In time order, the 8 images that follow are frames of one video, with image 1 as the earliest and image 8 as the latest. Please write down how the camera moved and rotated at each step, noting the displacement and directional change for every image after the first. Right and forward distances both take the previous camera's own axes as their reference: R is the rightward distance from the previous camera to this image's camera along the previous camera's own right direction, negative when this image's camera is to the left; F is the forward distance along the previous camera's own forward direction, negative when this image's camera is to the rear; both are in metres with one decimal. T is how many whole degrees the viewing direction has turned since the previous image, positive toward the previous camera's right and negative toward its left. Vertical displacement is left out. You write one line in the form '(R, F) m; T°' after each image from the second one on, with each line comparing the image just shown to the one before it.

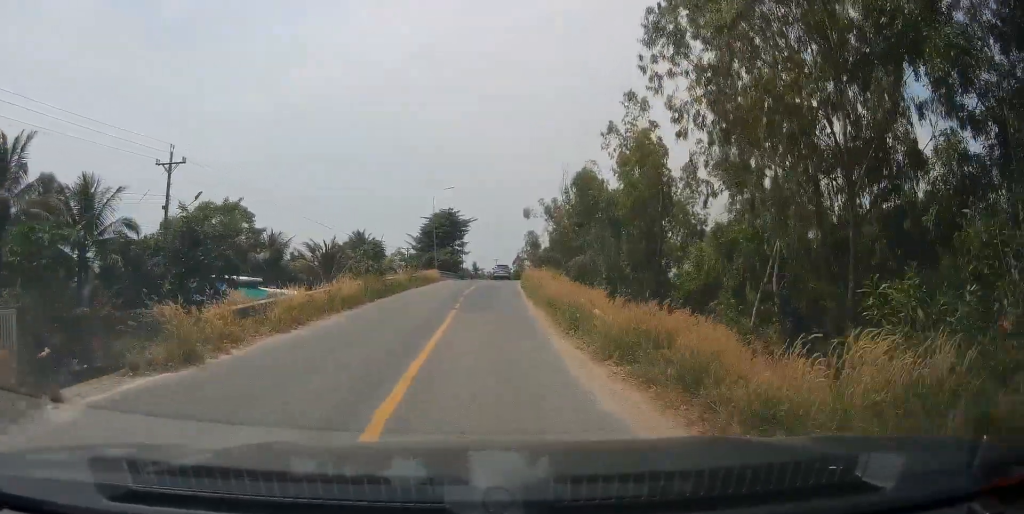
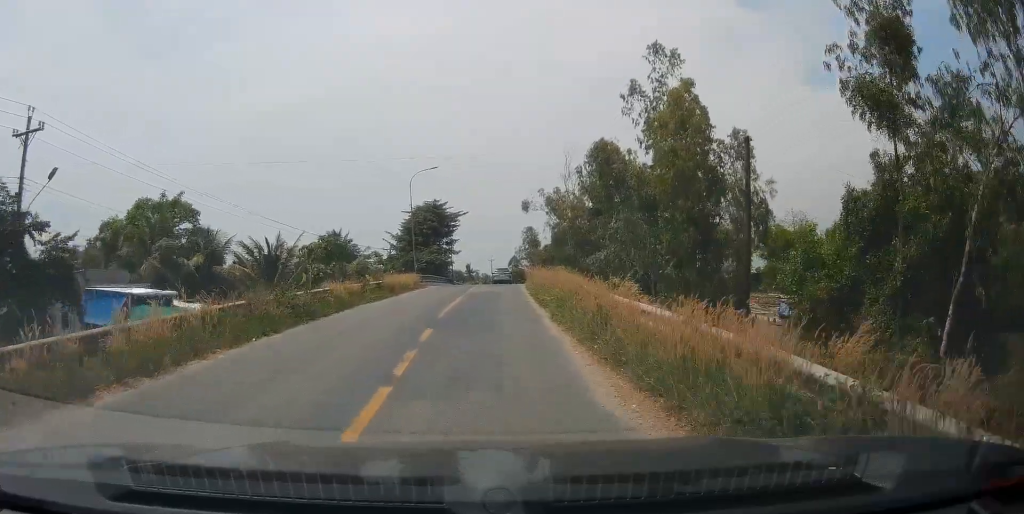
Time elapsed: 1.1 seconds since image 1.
(+0.1, +13.6) m; +1°
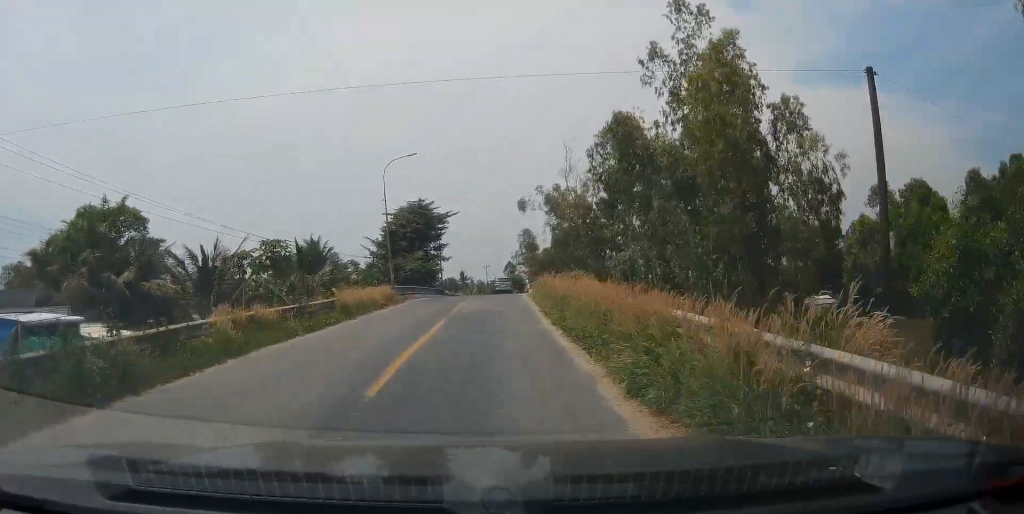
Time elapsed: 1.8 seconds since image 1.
(0.0, +9.5) m; 0°
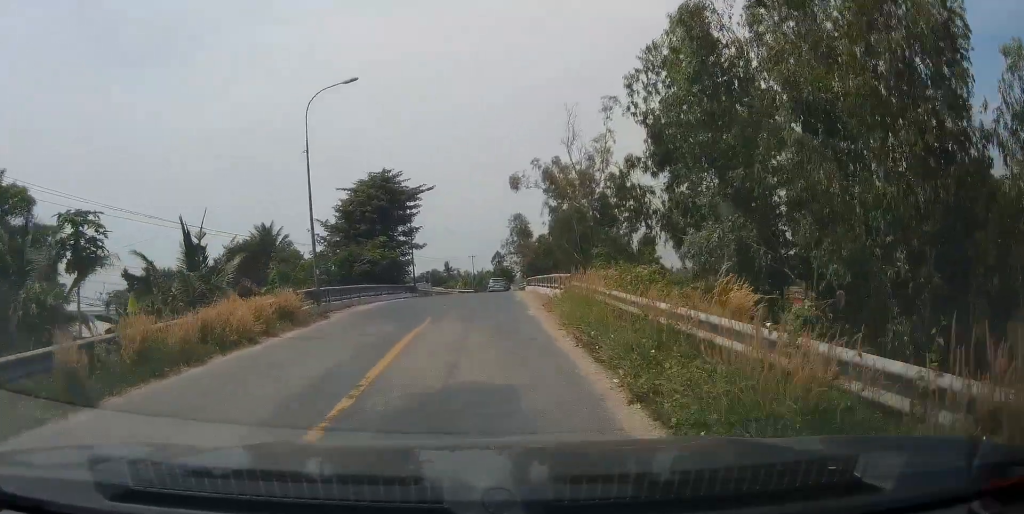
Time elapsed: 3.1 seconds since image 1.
(0.0, +15.4) m; 0°
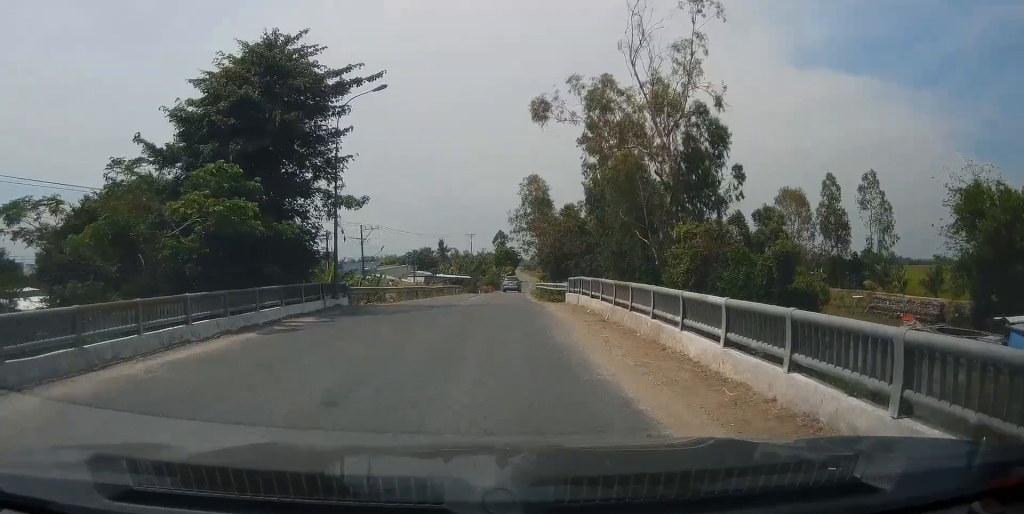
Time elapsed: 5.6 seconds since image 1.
(+0.8, +27.9) m; +1°
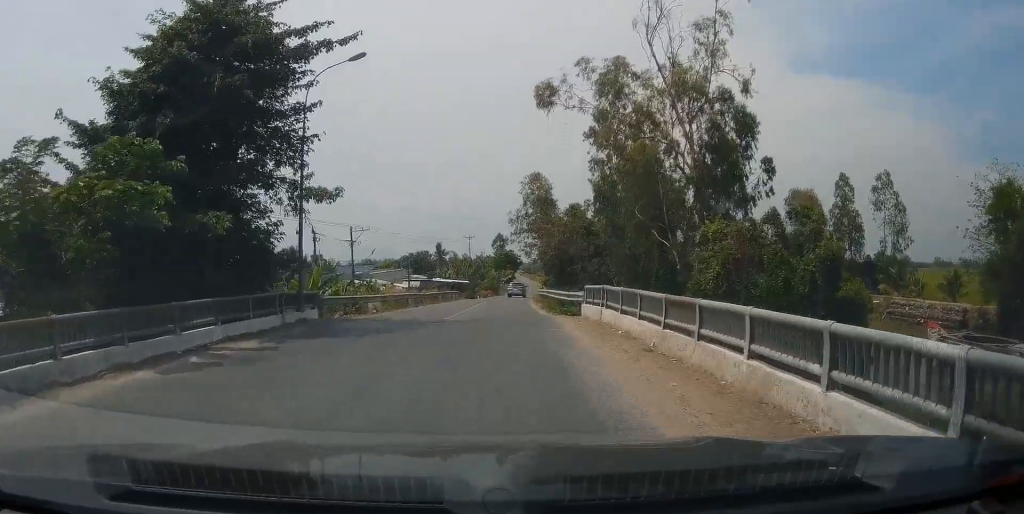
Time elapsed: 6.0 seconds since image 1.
(-0.1, +4.6) m; -1°
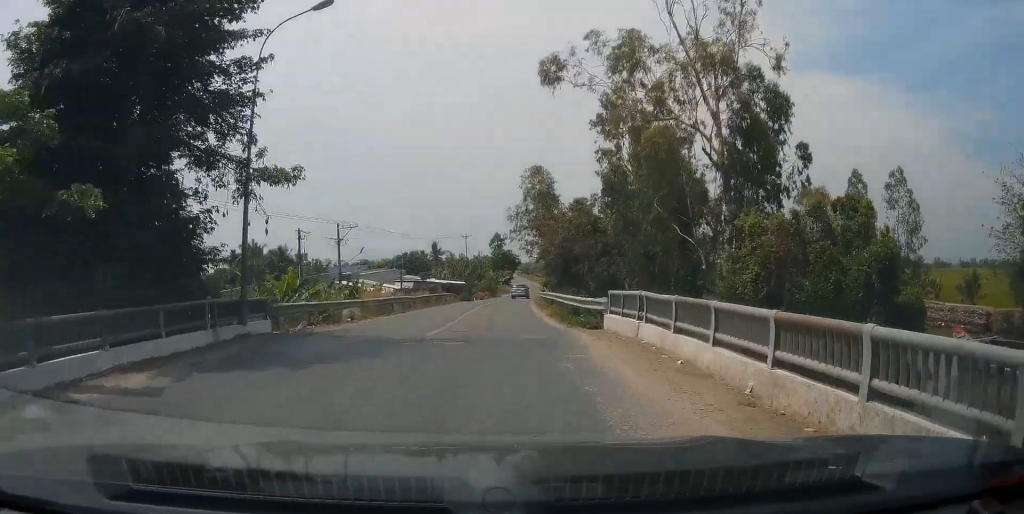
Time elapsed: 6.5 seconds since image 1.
(0.0, +4.8) m; 0°
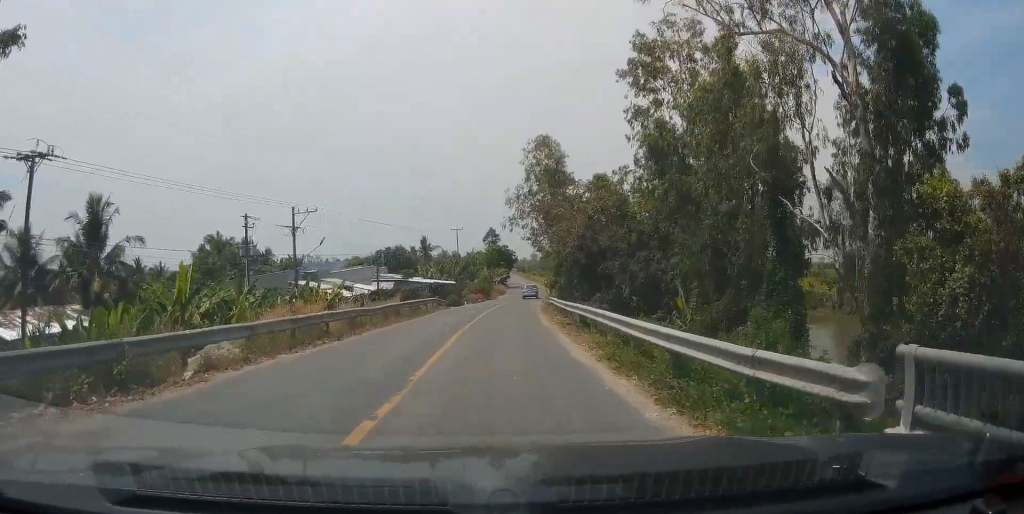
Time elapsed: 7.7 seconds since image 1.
(+0.2, +13.1) m; +2°
